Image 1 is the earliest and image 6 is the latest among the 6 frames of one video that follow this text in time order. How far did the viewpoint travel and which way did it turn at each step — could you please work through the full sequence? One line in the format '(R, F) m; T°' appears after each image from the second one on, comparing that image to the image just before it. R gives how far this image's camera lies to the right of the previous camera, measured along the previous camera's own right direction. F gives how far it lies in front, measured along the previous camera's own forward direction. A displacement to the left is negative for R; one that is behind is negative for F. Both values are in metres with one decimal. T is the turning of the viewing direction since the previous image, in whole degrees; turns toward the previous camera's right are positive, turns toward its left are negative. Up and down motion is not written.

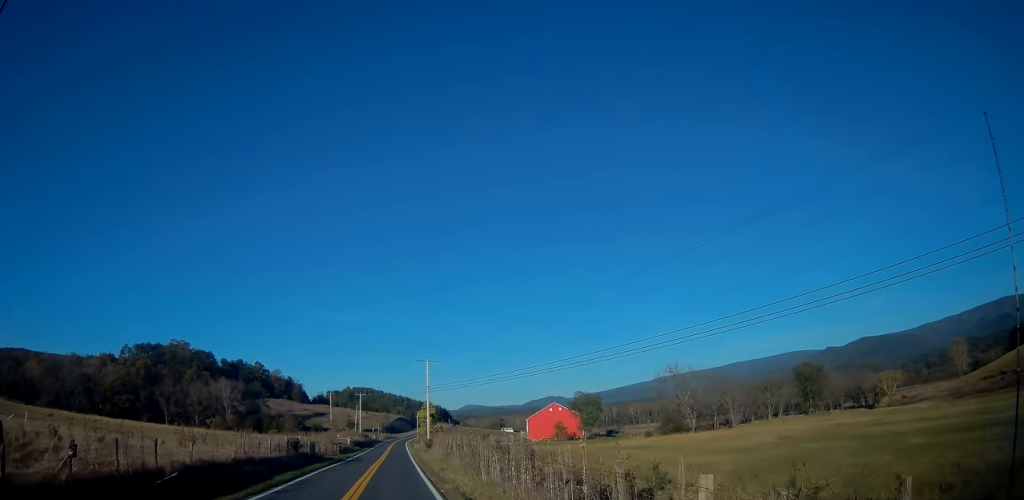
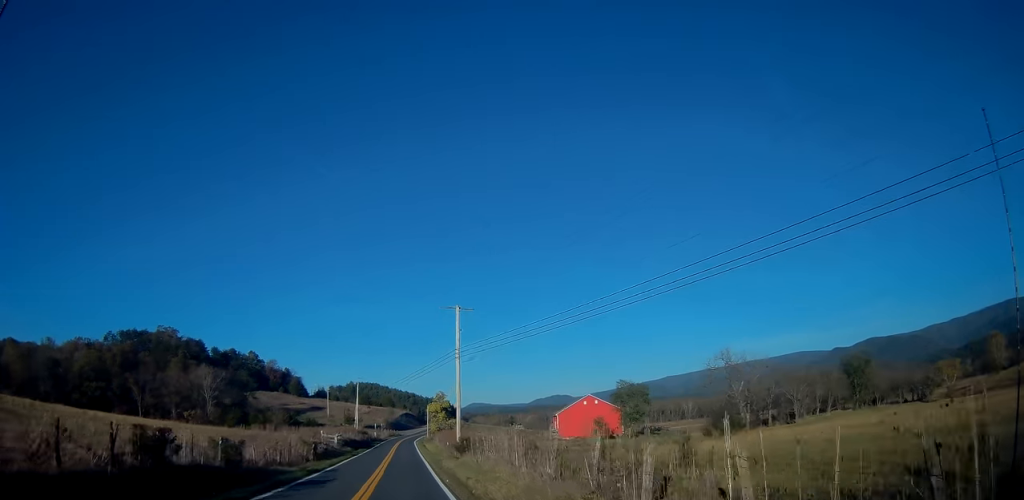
(-0.6, +25.4) m; -1°
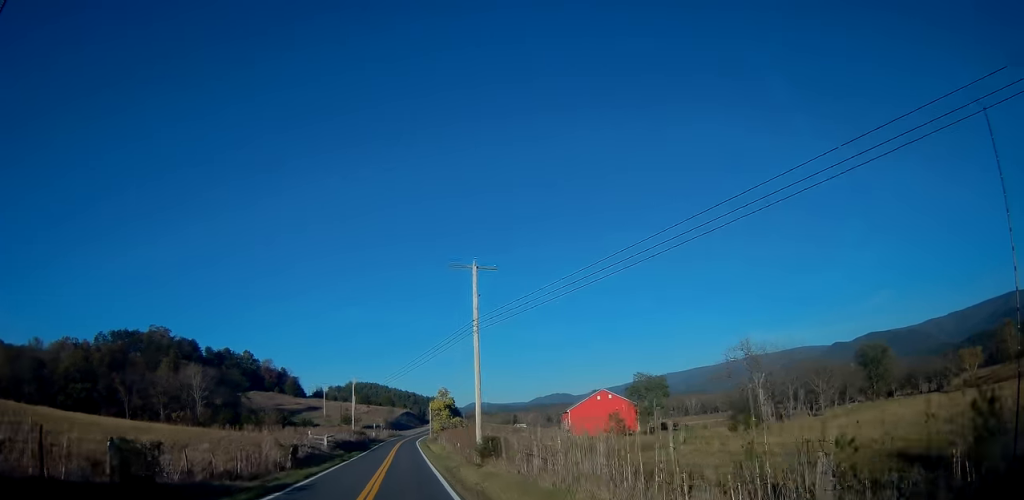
(0.0, +9.3) m; 0°
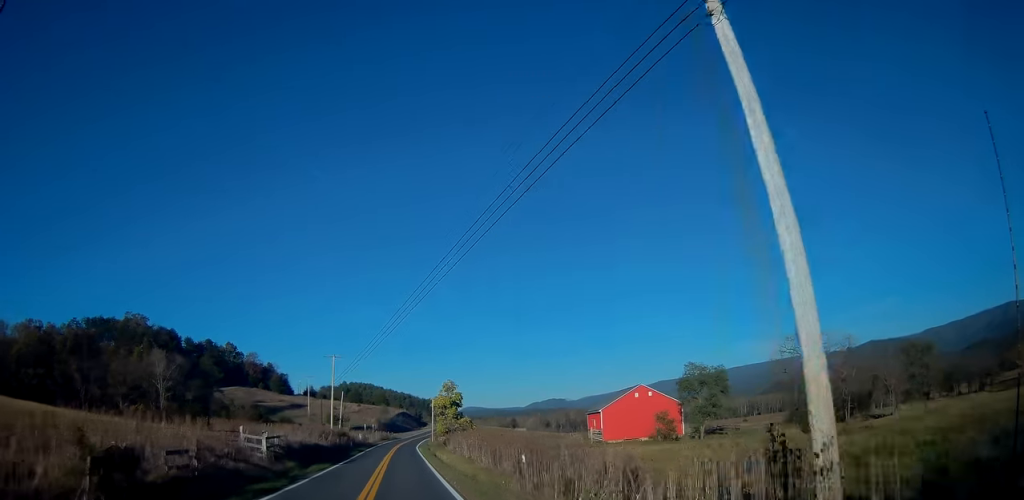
(+0.3, +23.4) m; +1°
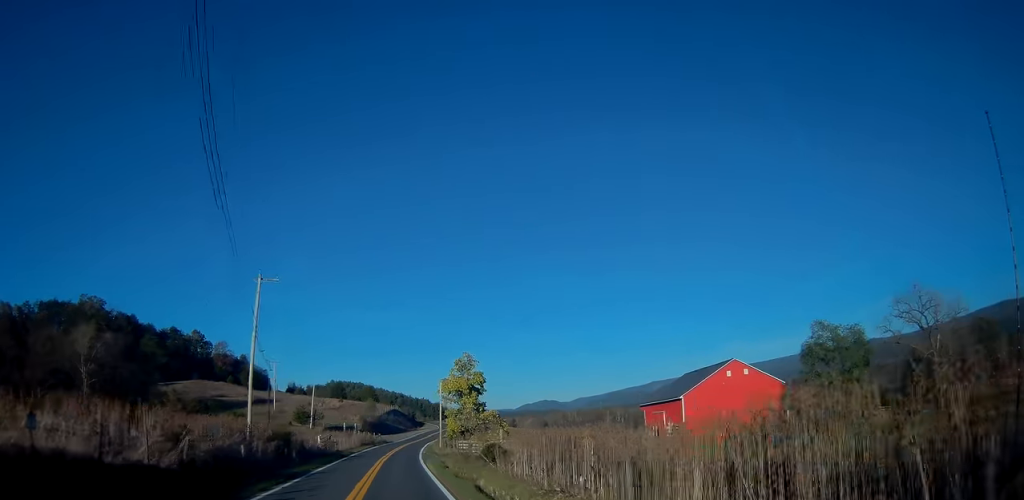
(-0.1, +34.4) m; 0°
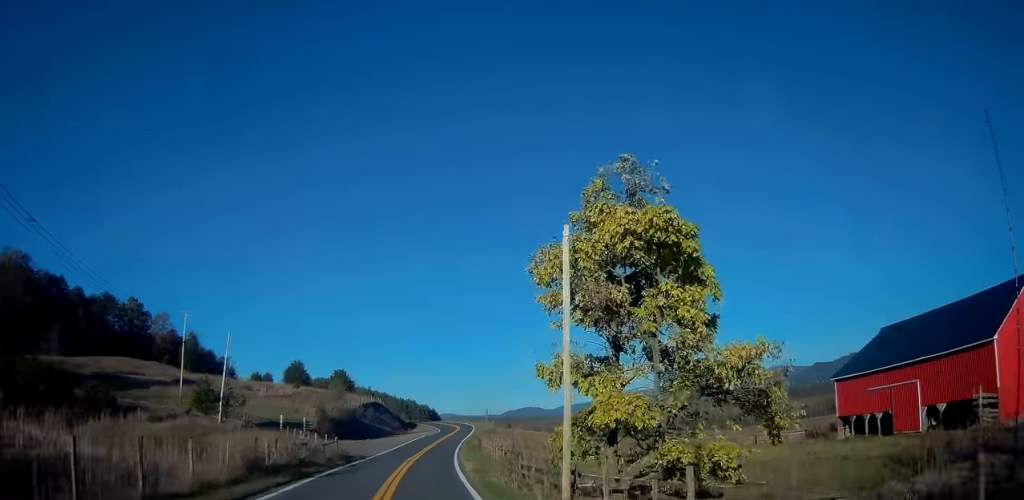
(+0.8, +48.6) m; +3°
